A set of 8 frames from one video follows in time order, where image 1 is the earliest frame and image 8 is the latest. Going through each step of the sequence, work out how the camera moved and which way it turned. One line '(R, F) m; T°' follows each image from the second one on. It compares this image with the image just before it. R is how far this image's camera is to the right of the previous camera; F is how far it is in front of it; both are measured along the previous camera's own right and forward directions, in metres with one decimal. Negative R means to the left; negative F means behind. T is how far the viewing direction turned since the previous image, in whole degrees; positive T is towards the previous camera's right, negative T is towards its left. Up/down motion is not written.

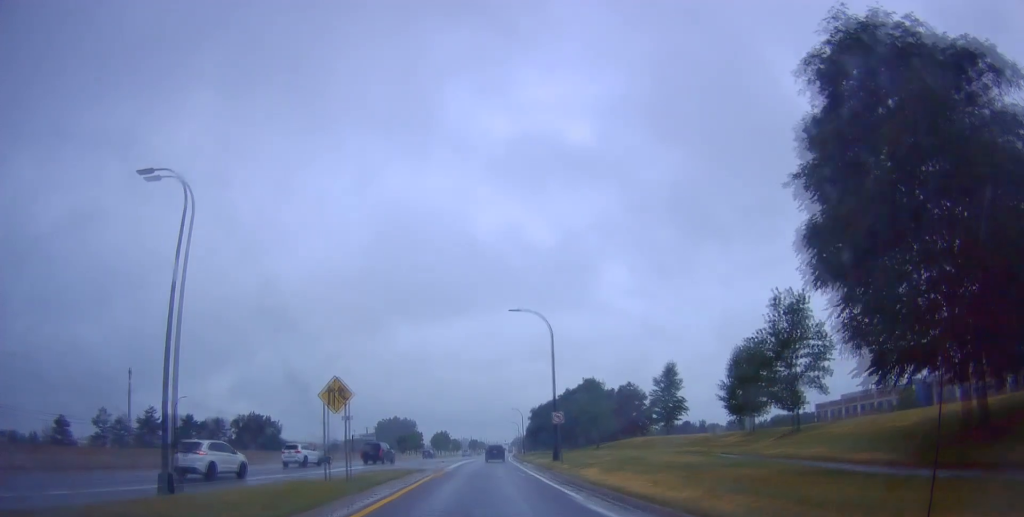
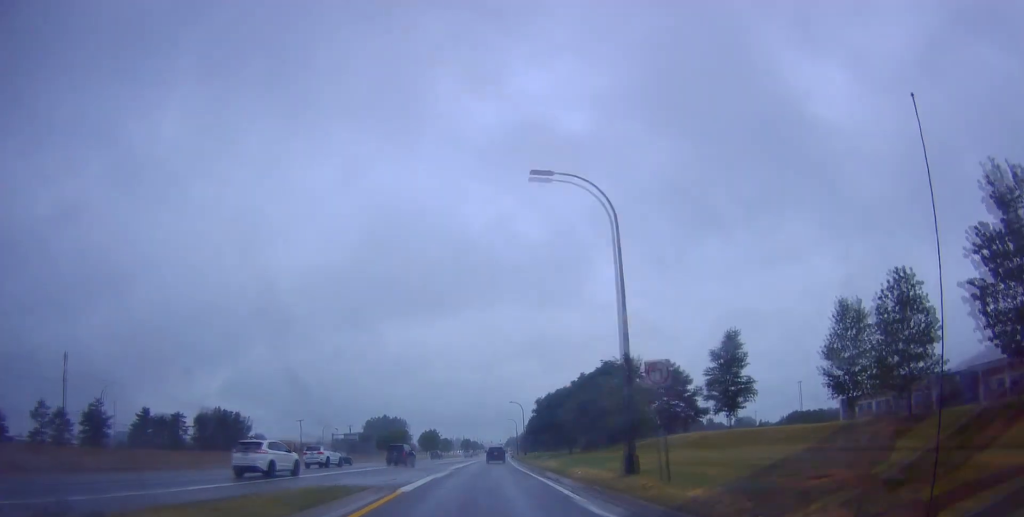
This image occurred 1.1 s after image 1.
(+0.8, +21.8) m; +2°
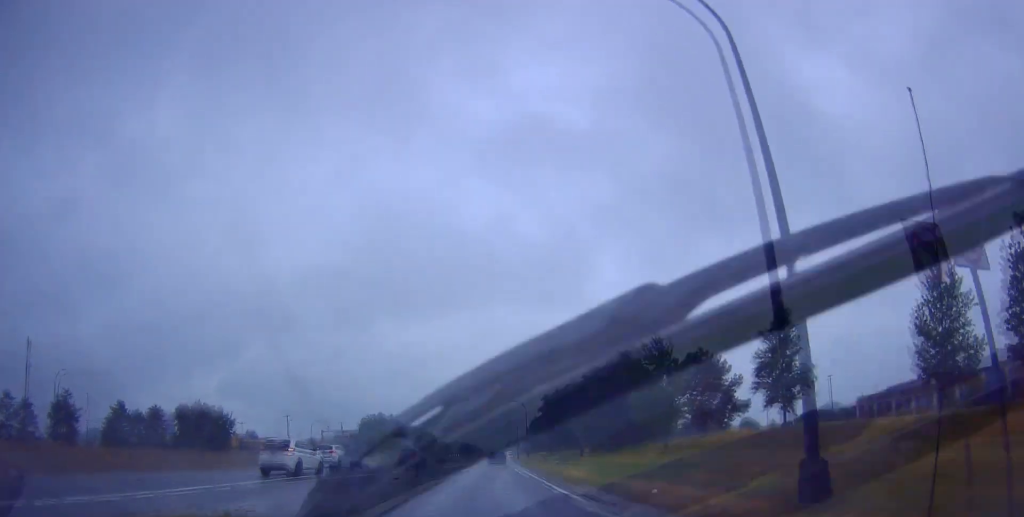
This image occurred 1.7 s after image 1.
(0.0, +11.2) m; 0°
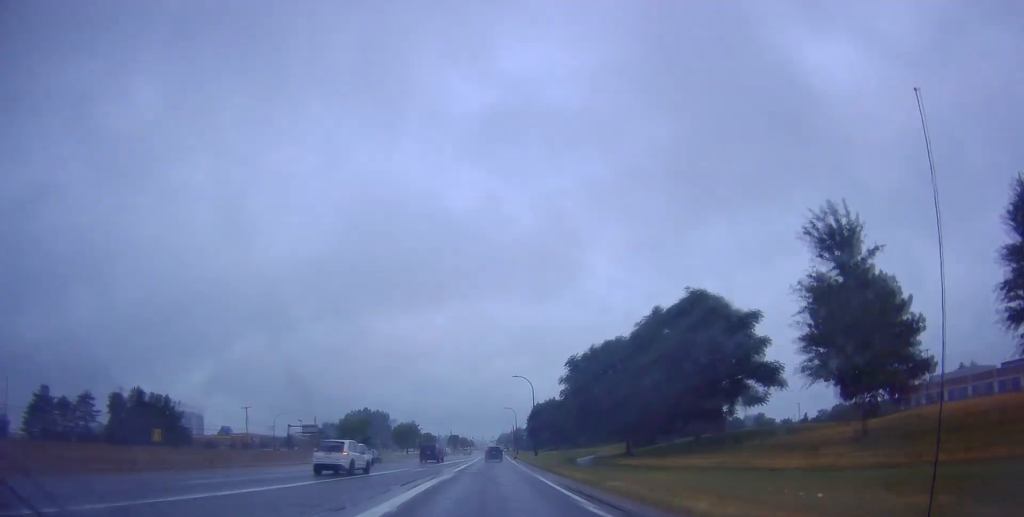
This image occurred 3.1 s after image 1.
(+0.4, +27.1) m; +2°
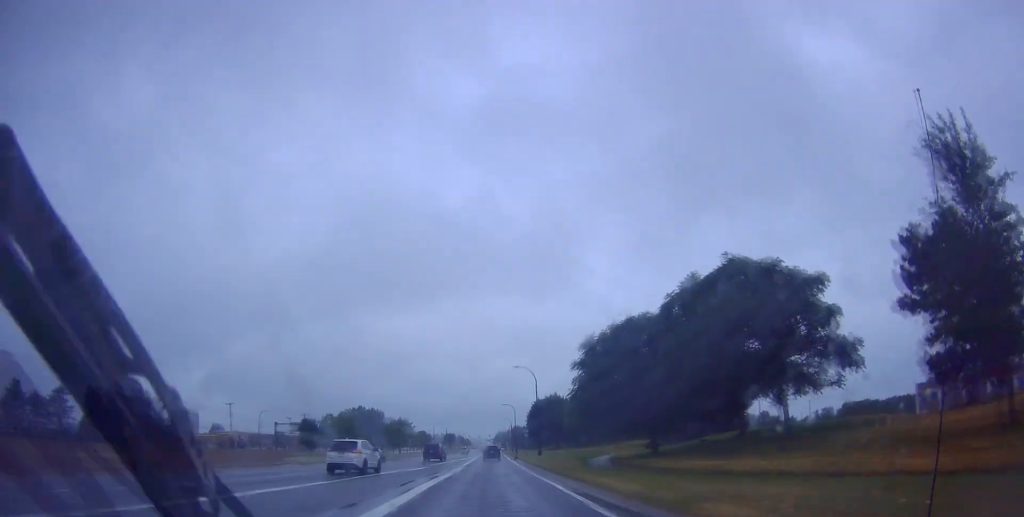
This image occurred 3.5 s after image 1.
(+0.1, +8.3) m; +1°
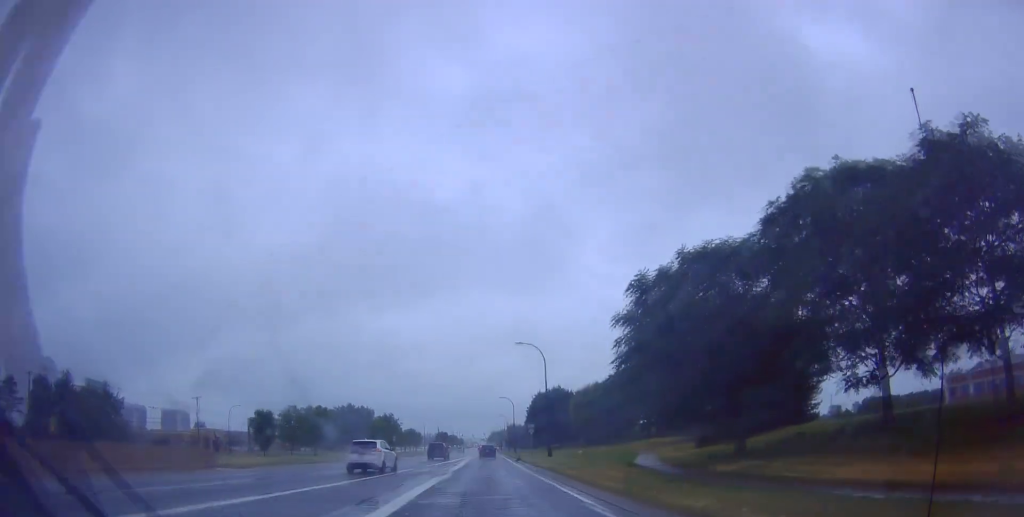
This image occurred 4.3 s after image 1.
(0.0, +14.5) m; +1°
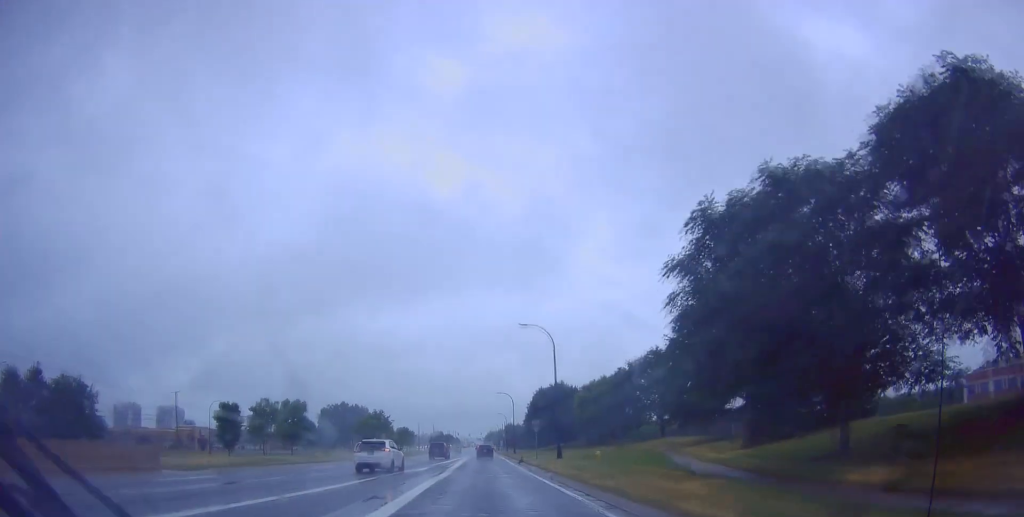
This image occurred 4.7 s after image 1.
(+0.1, +8.2) m; 0°
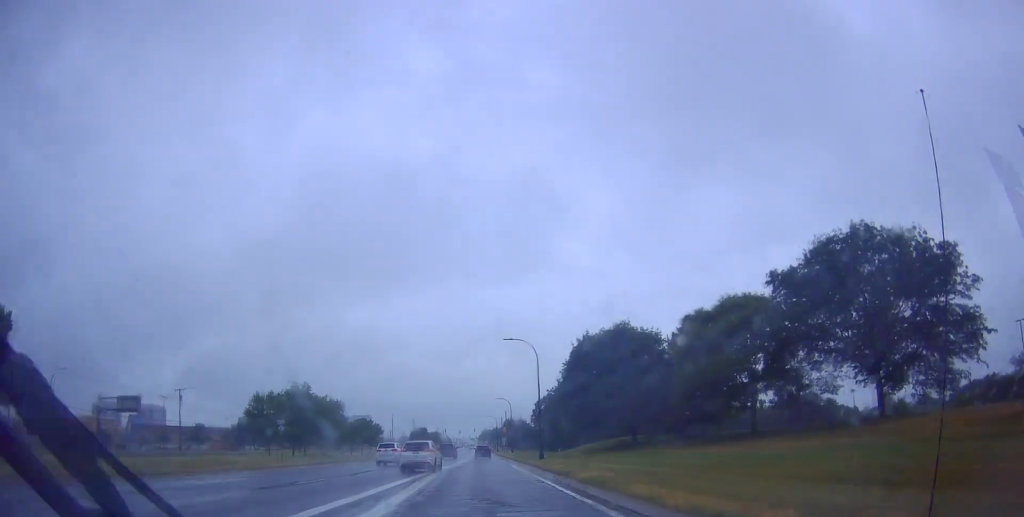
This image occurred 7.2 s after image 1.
(+0.3, +47.0) m; +2°
